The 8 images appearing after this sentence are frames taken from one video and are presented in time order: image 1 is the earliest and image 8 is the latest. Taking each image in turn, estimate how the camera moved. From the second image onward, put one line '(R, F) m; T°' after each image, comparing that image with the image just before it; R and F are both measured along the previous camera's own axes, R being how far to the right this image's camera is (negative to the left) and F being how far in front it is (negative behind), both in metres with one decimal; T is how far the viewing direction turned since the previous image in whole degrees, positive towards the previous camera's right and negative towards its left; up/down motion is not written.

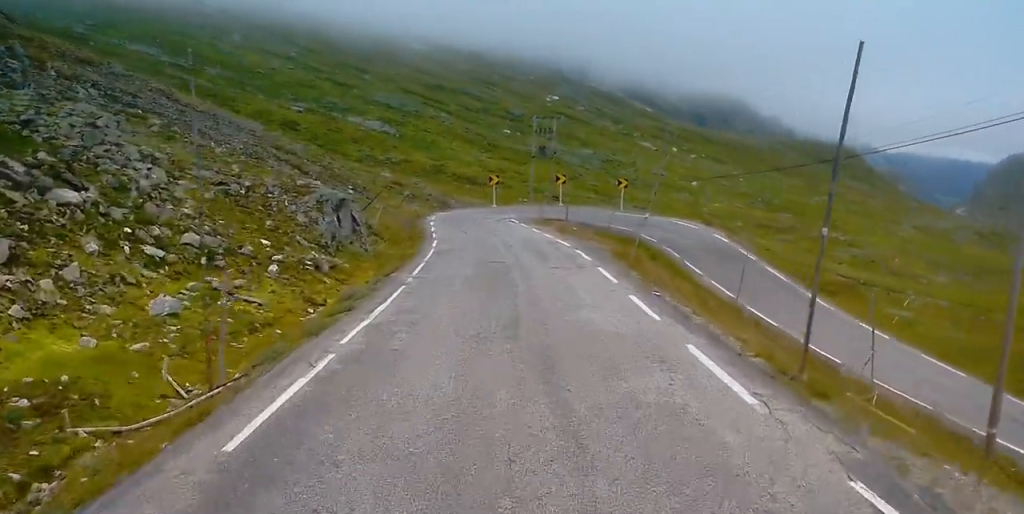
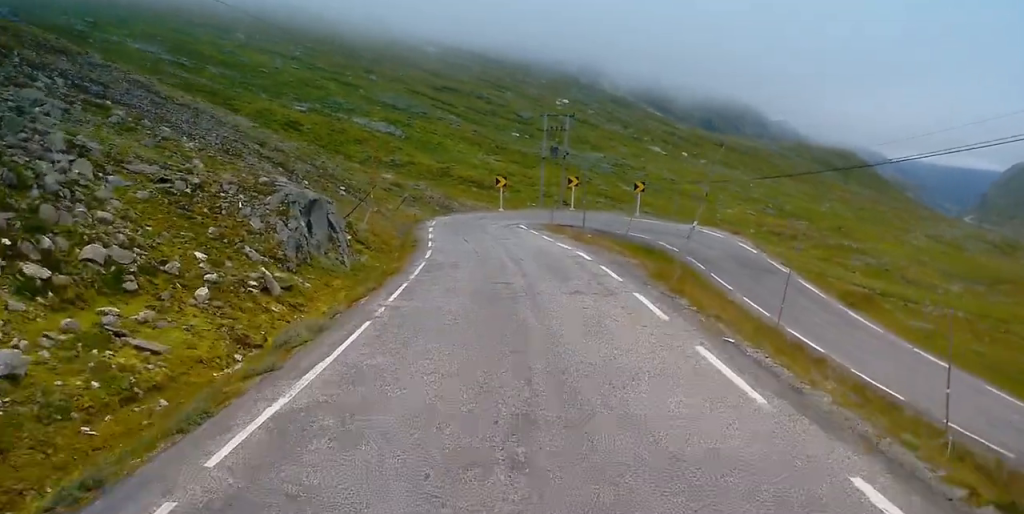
(0.0, +5.8) m; -1°
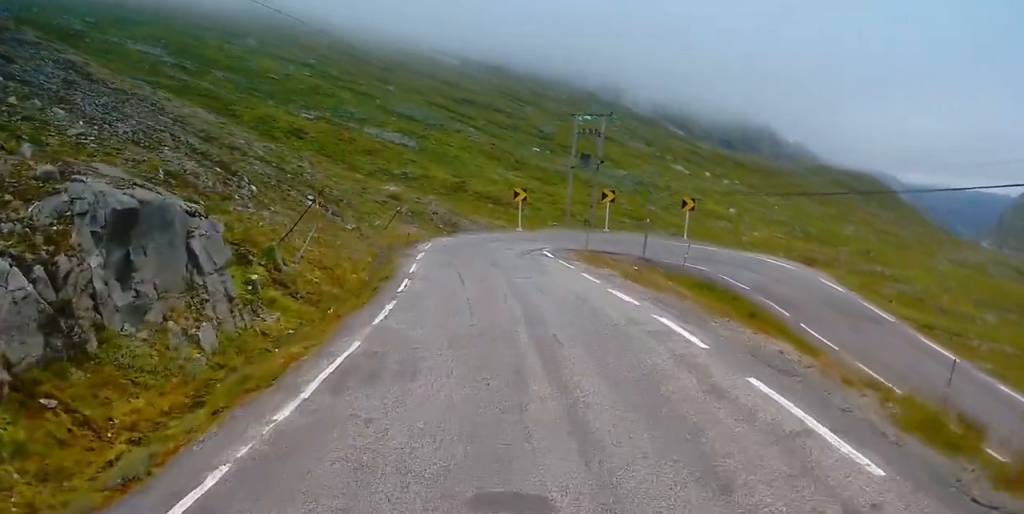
(-0.4, +13.7) m; -3°
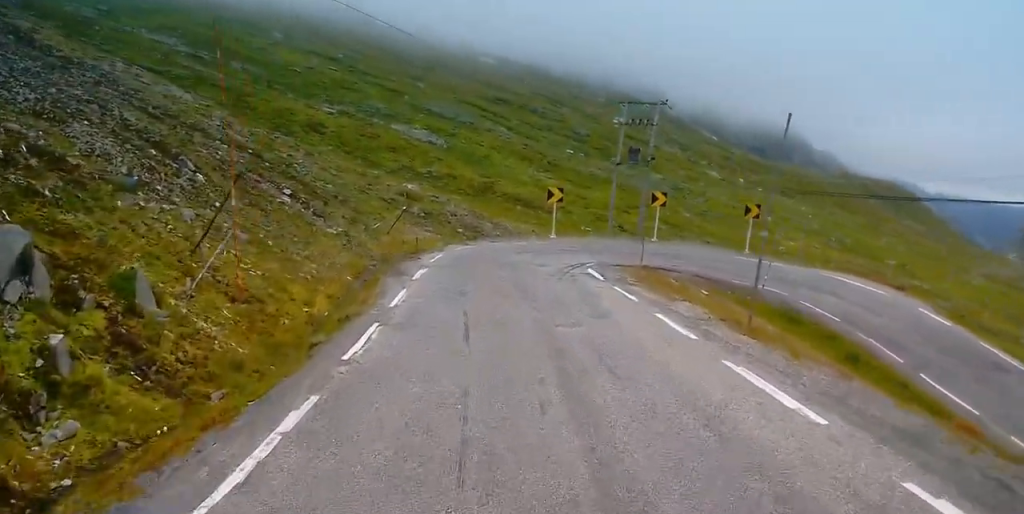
(-0.2, +9.2) m; -2°
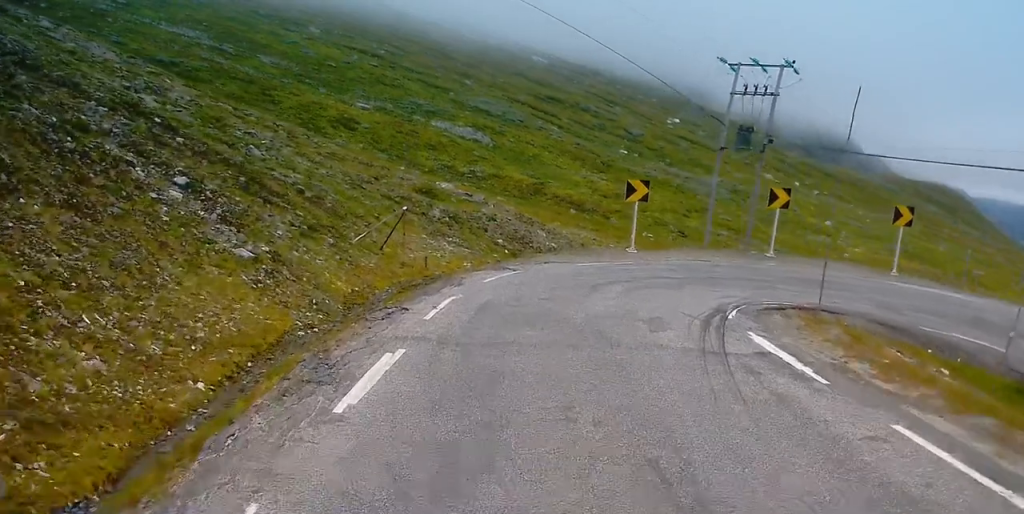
(0.0, +15.1) m; 0°
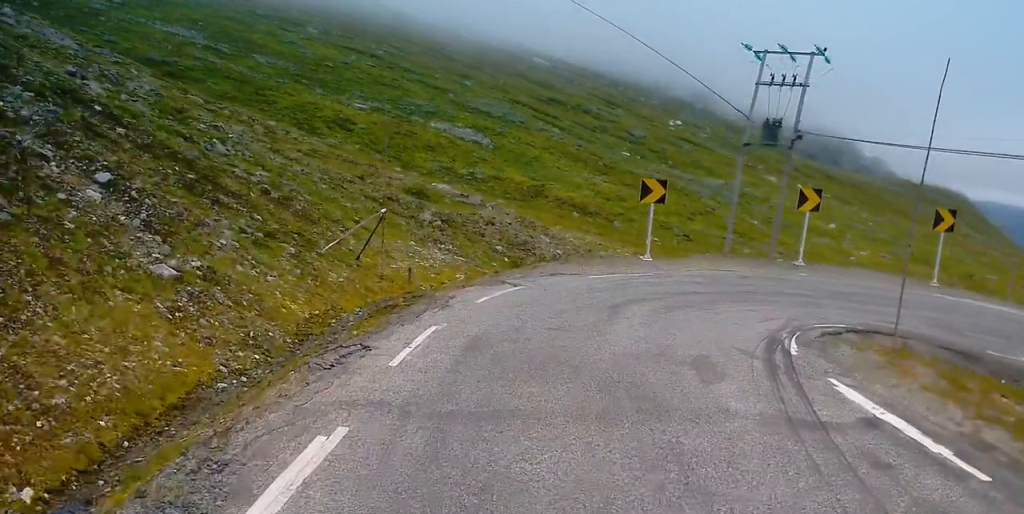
(0.0, +3.7) m; 0°
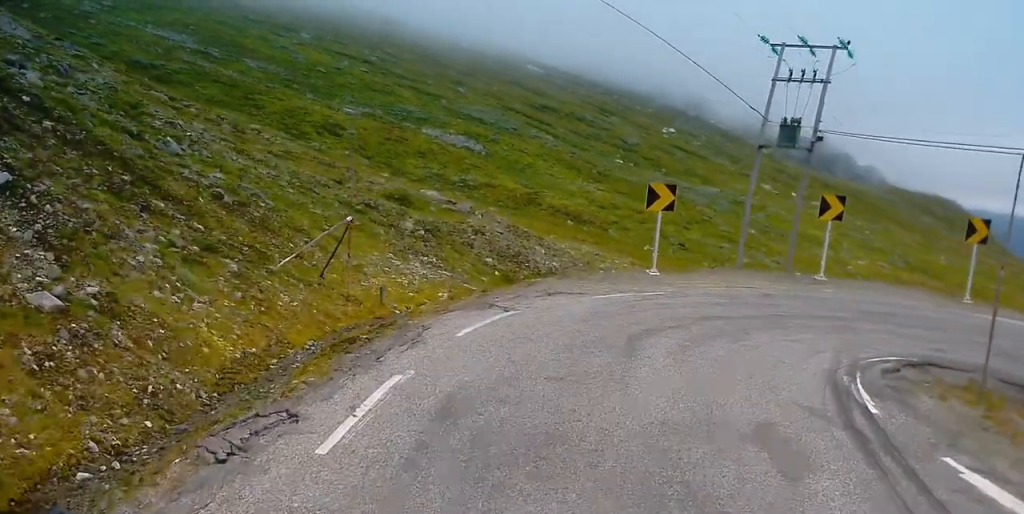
(0.0, +3.1) m; +1°
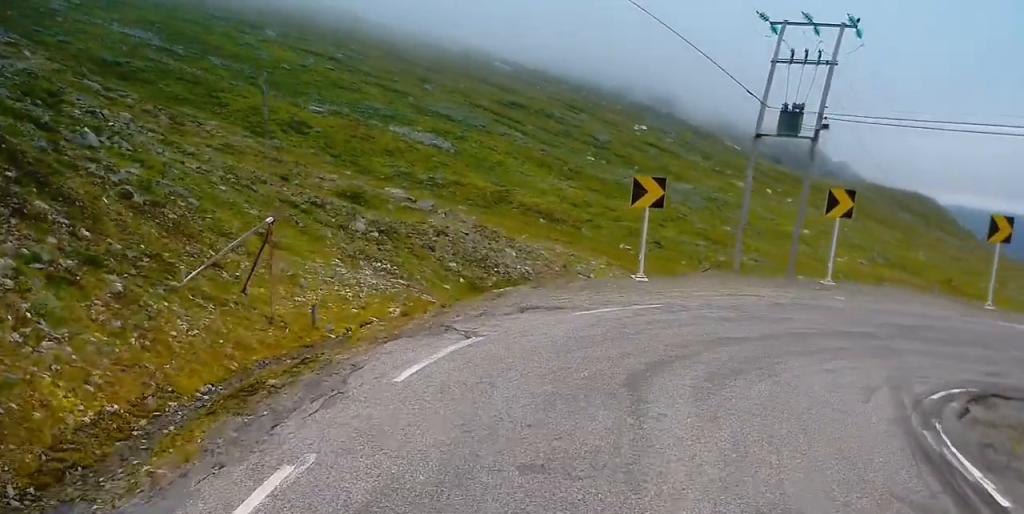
(0.0, +3.0) m; +5°
